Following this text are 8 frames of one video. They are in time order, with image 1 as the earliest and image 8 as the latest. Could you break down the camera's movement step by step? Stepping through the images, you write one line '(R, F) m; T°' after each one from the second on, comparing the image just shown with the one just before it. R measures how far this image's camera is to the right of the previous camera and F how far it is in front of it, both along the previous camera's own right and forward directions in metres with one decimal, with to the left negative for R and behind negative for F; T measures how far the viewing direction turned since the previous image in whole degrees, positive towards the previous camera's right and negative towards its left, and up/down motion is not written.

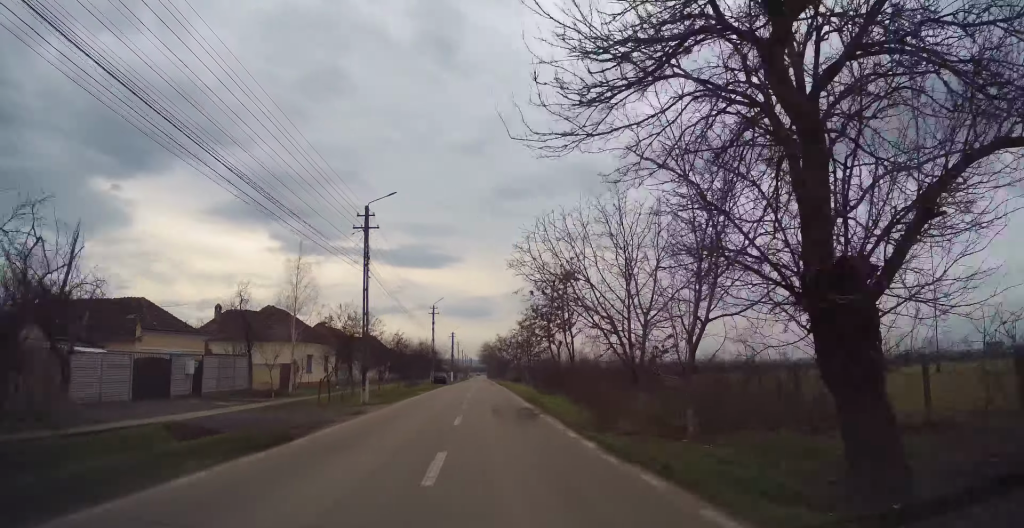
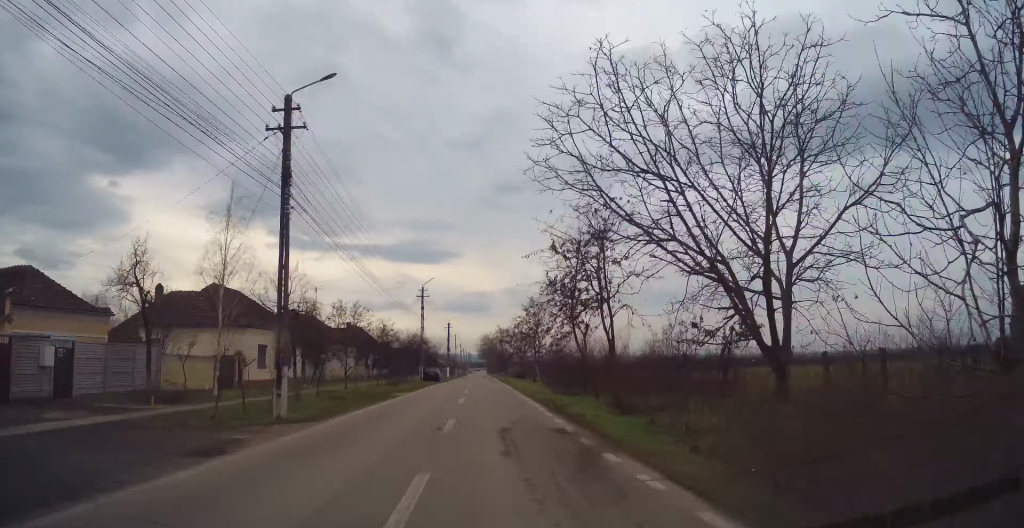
(+0.1, +10.8) m; +1°
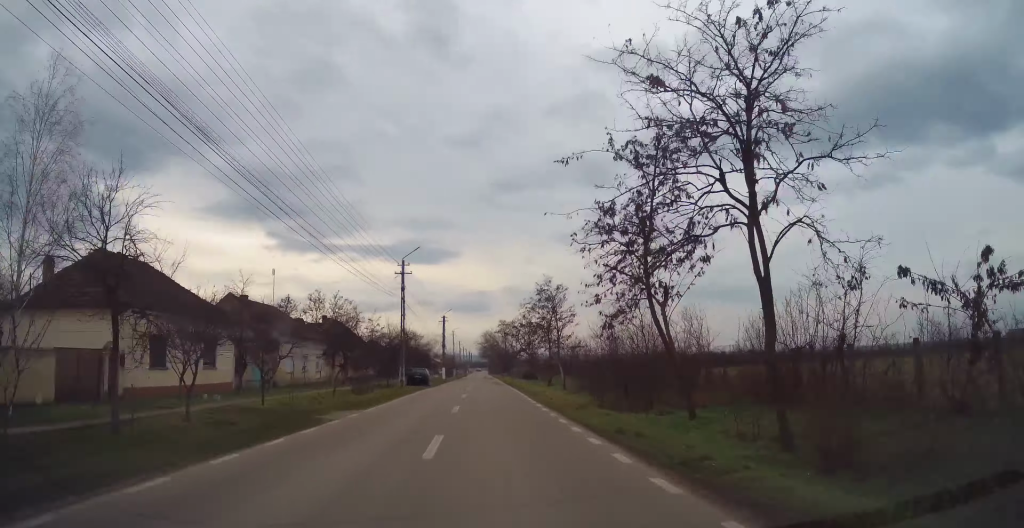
(+0.1, +13.2) m; +1°
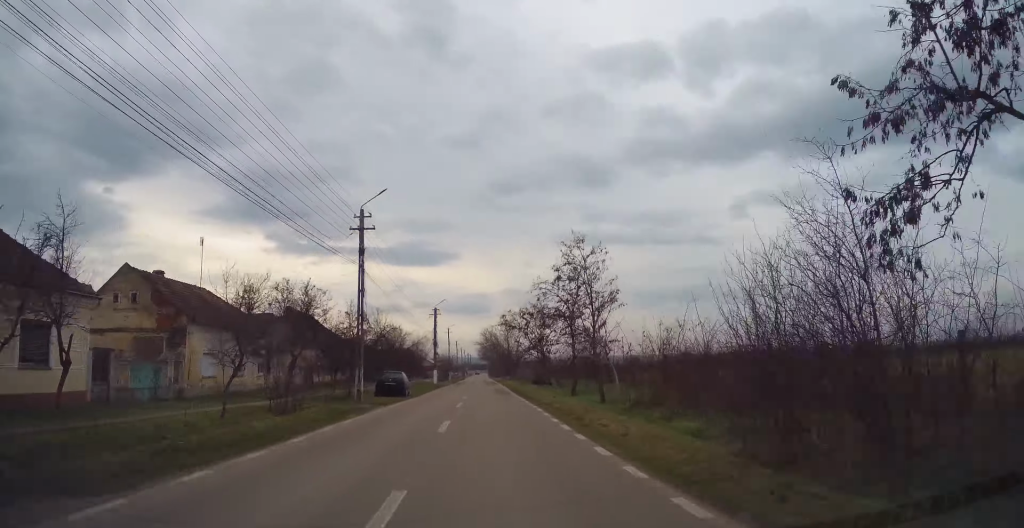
(+0.2, +13.3) m; 0°
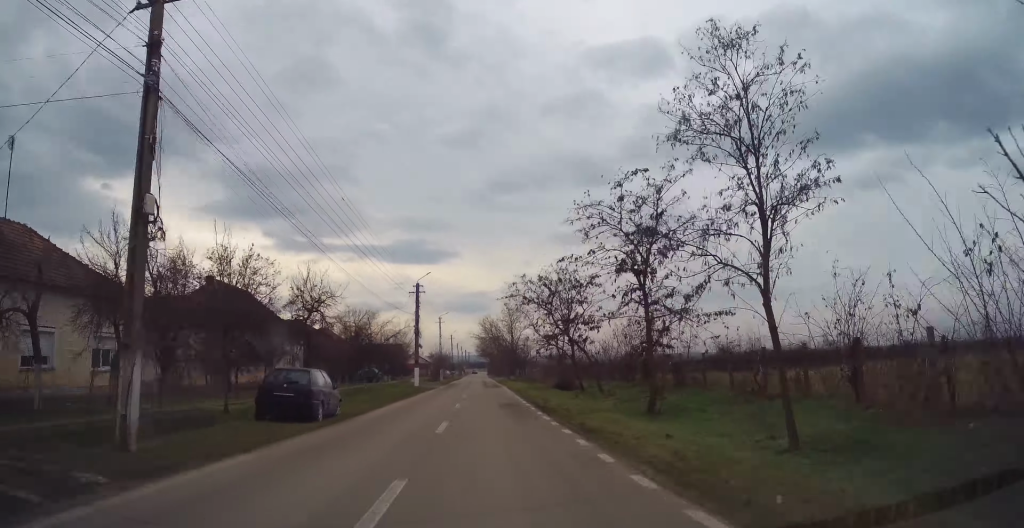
(-0.3, +17.2) m; -1°
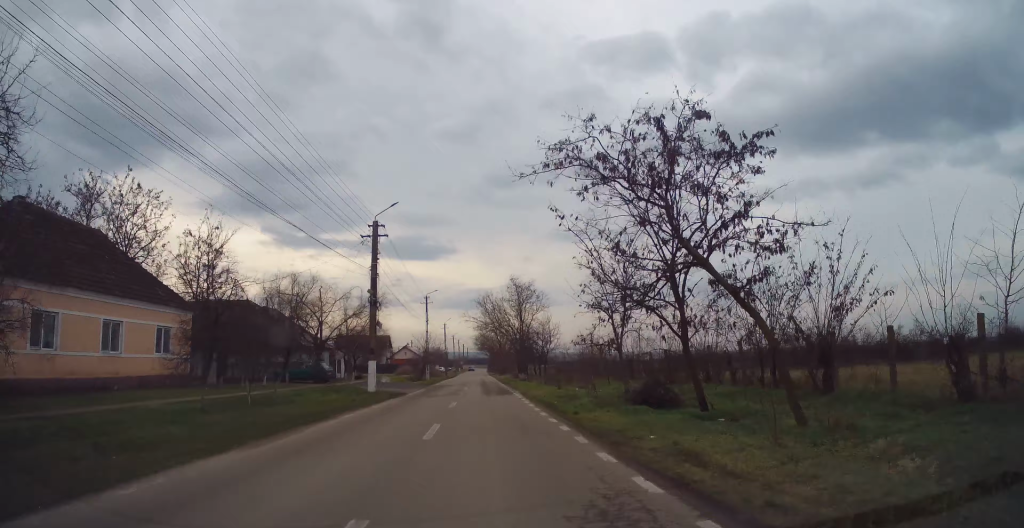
(0.0, +19.5) m; -1°
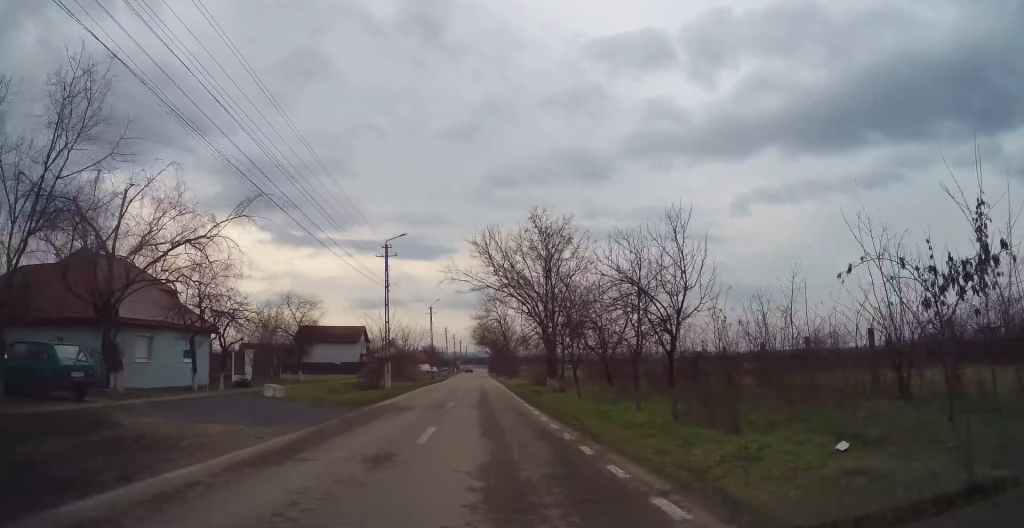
(0.0, +26.4) m; +1°
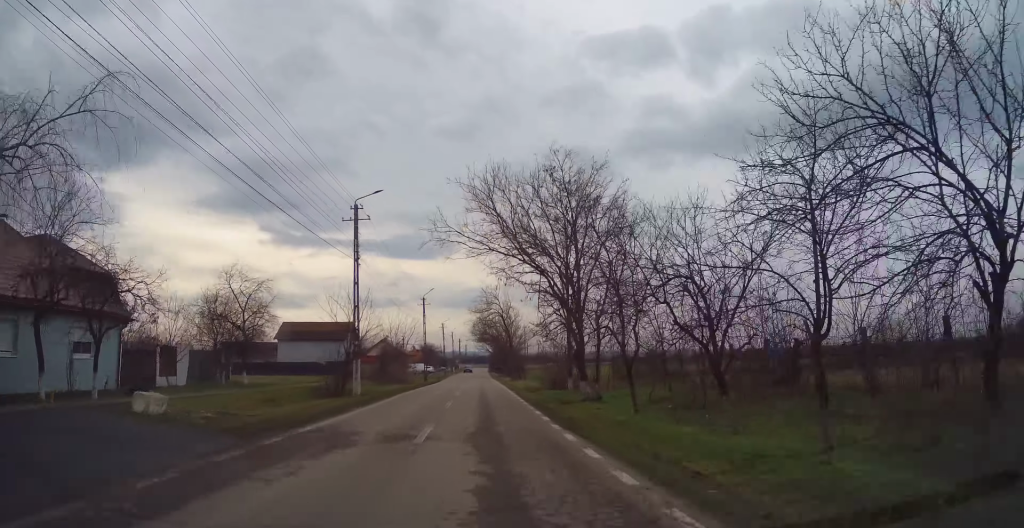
(+0.2, +9.1) m; 0°
